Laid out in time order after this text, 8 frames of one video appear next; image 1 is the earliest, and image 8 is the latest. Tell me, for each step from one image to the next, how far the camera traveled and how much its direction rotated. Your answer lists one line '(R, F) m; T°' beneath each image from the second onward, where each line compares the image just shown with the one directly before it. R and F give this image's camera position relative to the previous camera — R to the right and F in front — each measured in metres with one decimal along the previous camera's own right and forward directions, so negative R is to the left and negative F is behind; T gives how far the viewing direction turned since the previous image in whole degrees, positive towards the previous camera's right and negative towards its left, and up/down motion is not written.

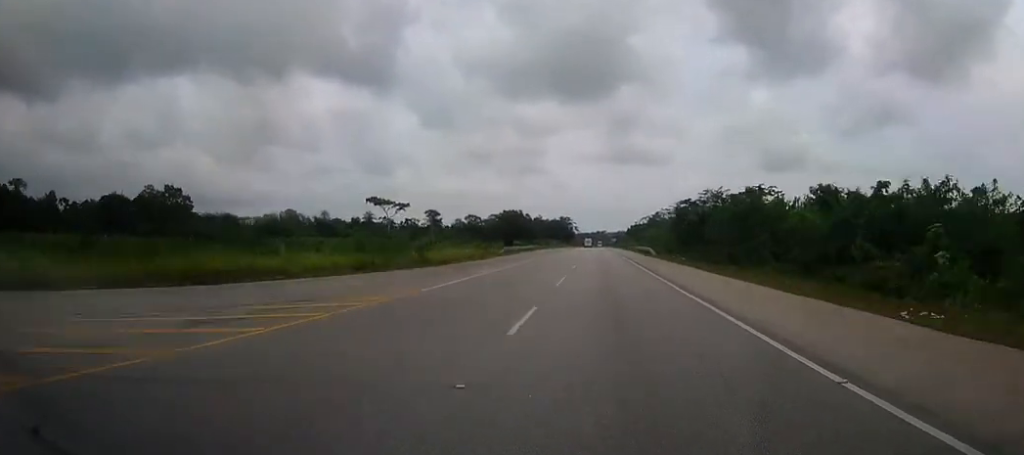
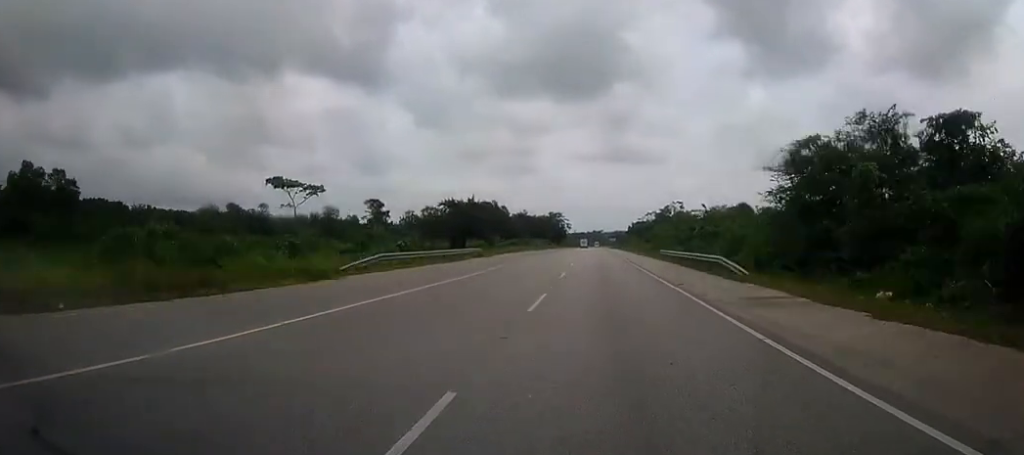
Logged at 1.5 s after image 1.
(+0.1, +44.6) m; 0°
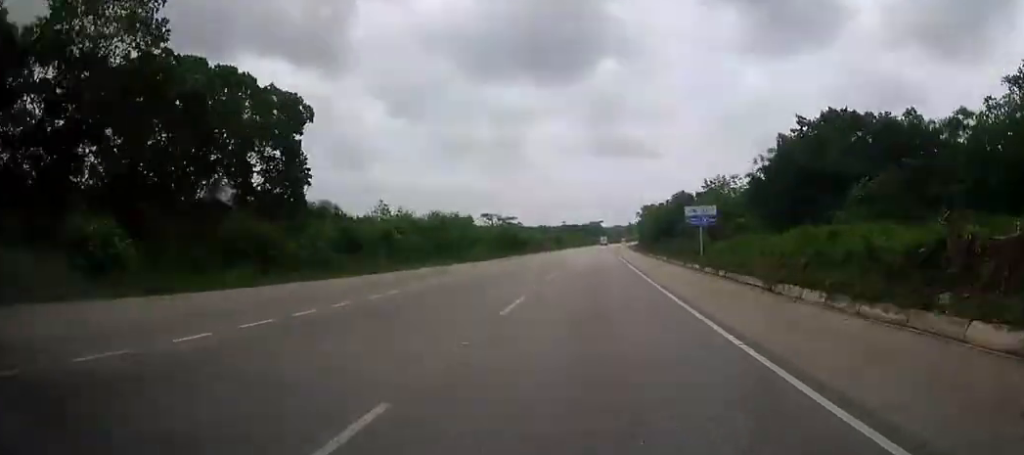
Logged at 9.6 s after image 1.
(+0.4, +240.6) m; 0°
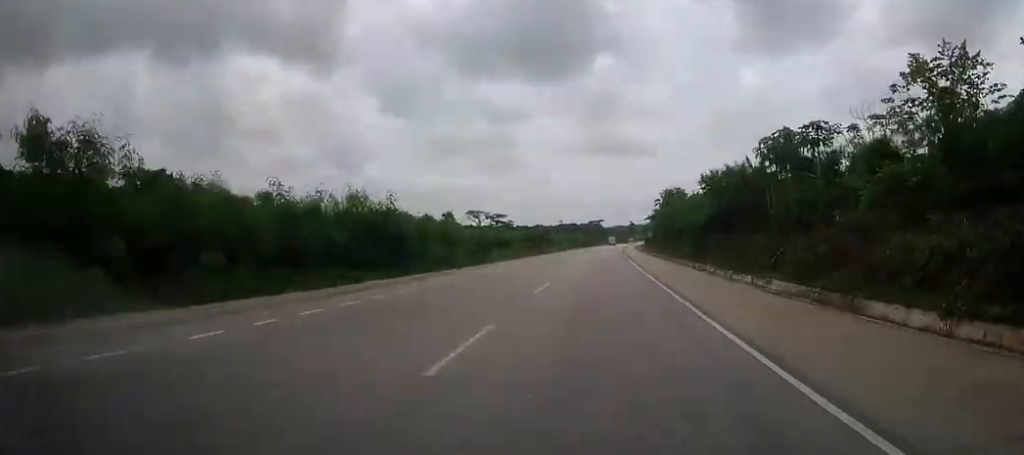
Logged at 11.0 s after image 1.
(0.0, +41.9) m; 0°
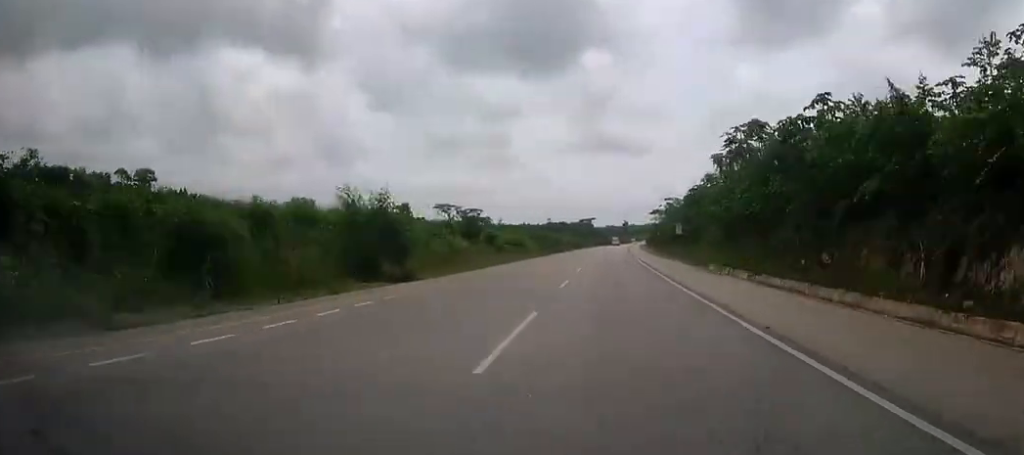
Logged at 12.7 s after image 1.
(+0.2, +50.5) m; +1°
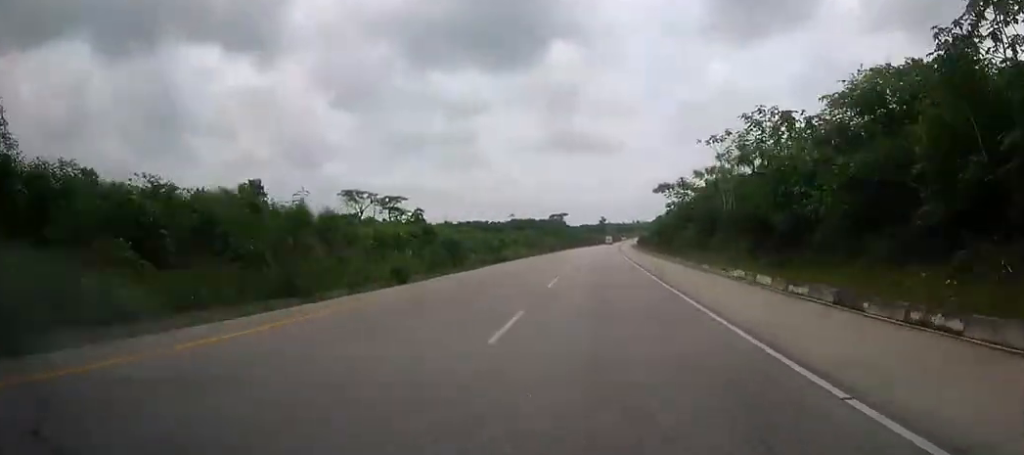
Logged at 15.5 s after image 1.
(+1.1, +84.2) m; +2°
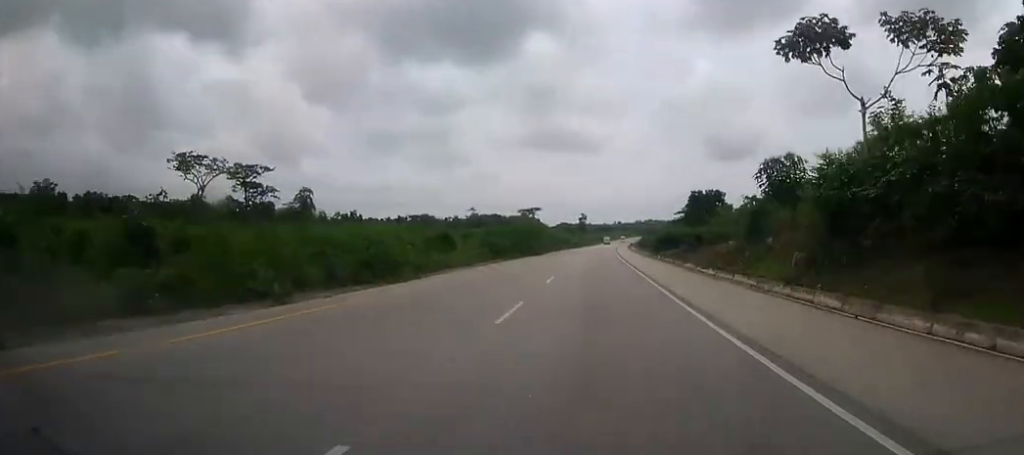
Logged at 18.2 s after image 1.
(+0.9, +80.8) m; +1°
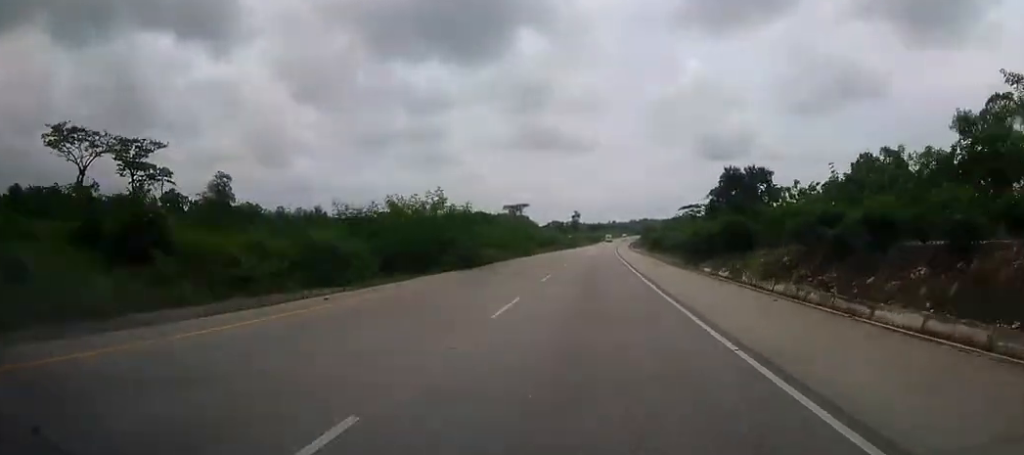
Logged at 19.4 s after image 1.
(+0.4, +36.4) m; +1°
